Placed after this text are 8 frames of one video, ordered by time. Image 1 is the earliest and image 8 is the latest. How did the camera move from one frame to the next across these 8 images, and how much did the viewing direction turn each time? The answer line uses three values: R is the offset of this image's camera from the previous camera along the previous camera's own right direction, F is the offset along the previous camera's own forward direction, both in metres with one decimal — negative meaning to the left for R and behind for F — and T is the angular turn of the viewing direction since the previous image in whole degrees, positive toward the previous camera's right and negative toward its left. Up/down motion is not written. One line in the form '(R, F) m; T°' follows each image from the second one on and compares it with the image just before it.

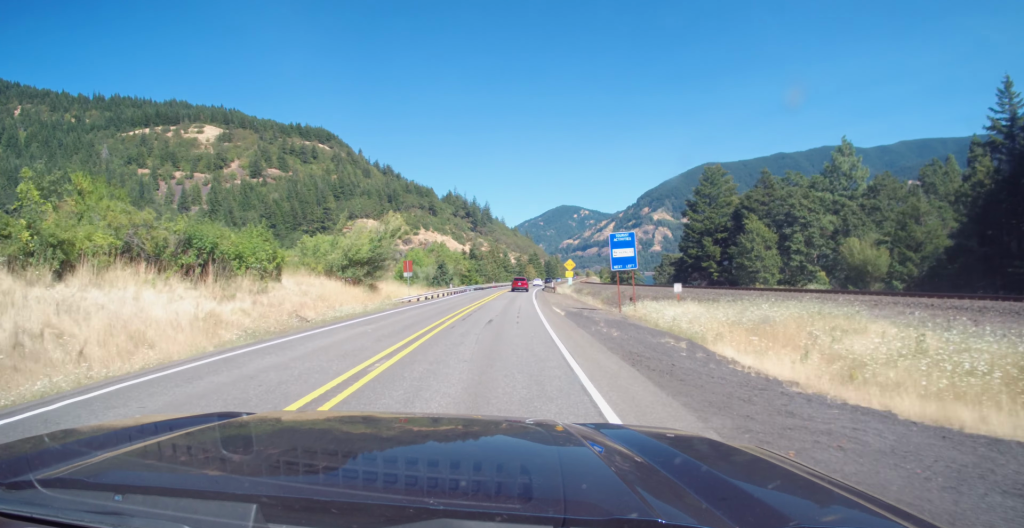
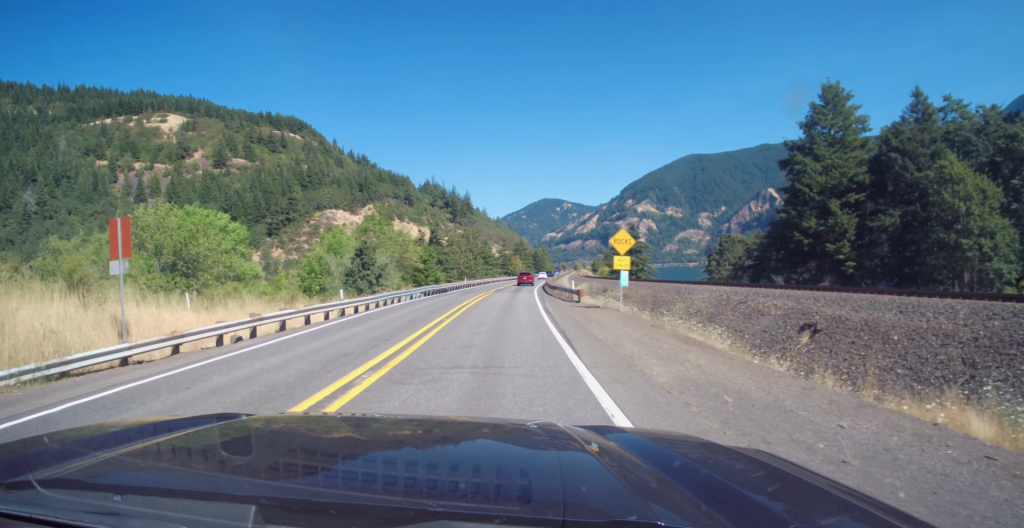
(+0.7, +37.2) m; +2°
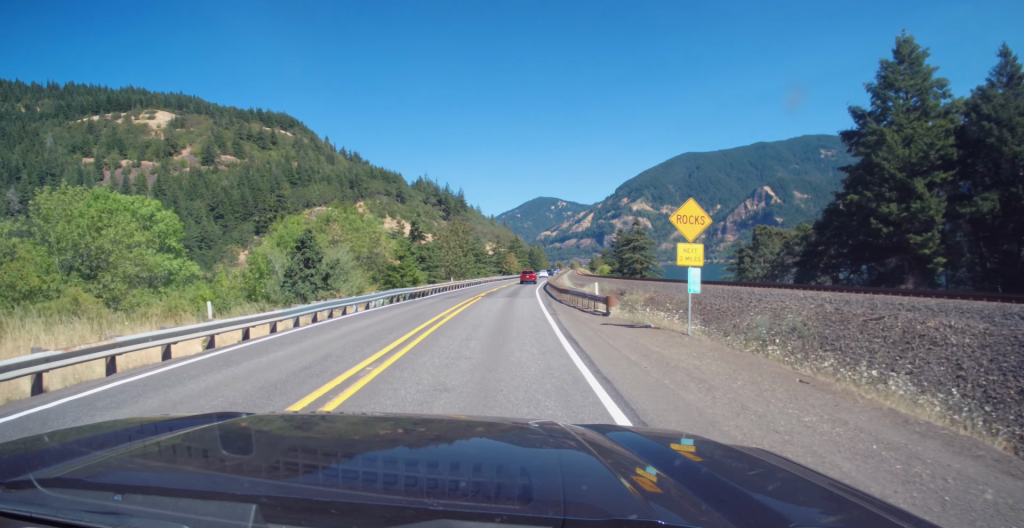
(-0.1, +11.7) m; +1°
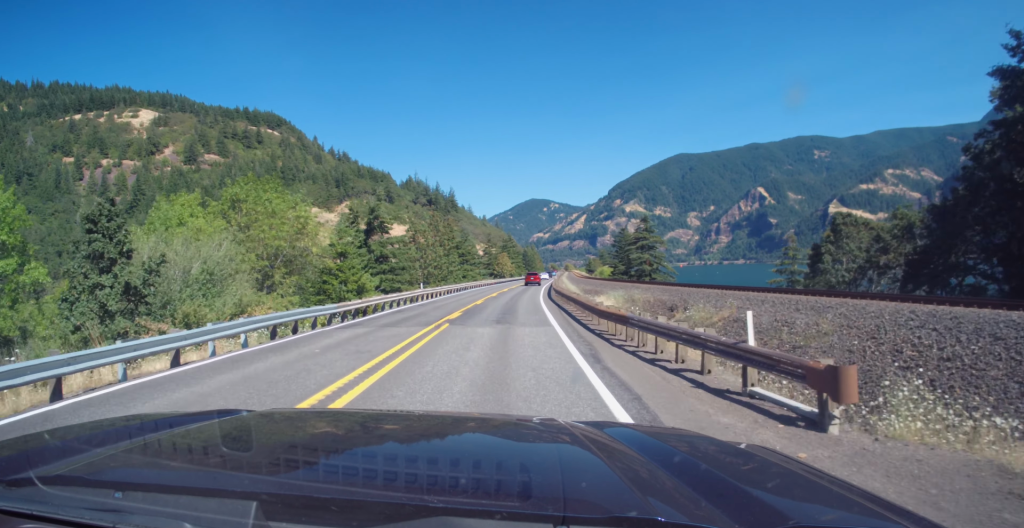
(+0.3, +17.1) m; +1°
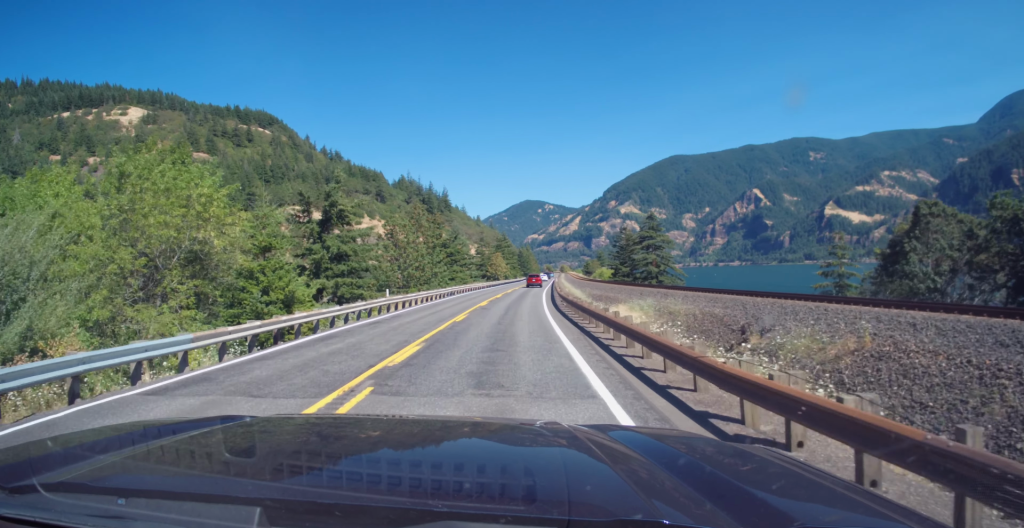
(0.0, +11.2) m; +1°
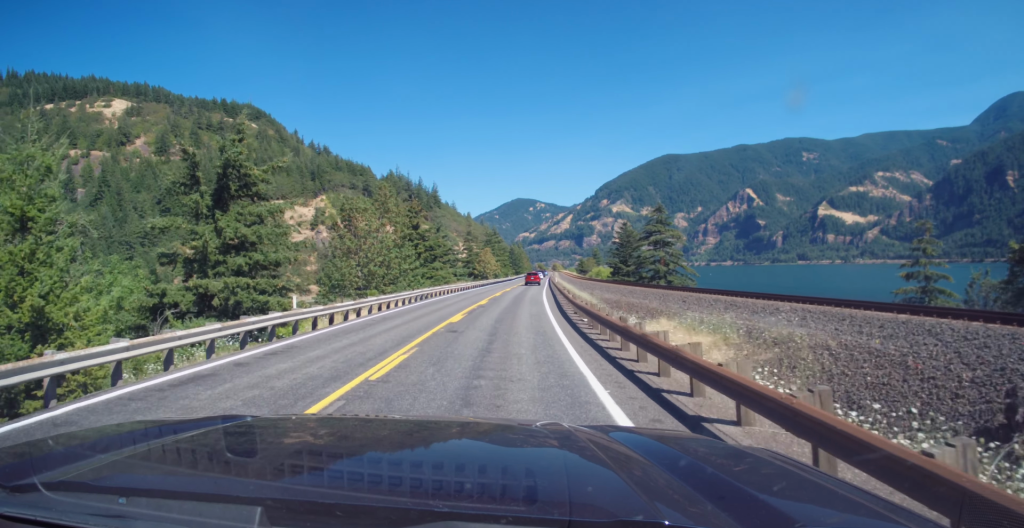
(+0.2, +13.1) m; +1°
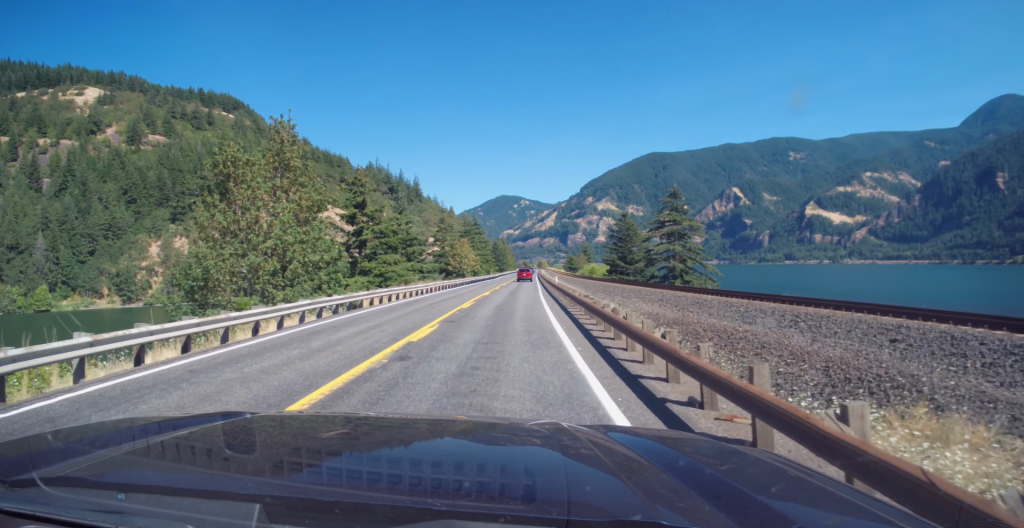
(+0.2, +19.9) m; +1°
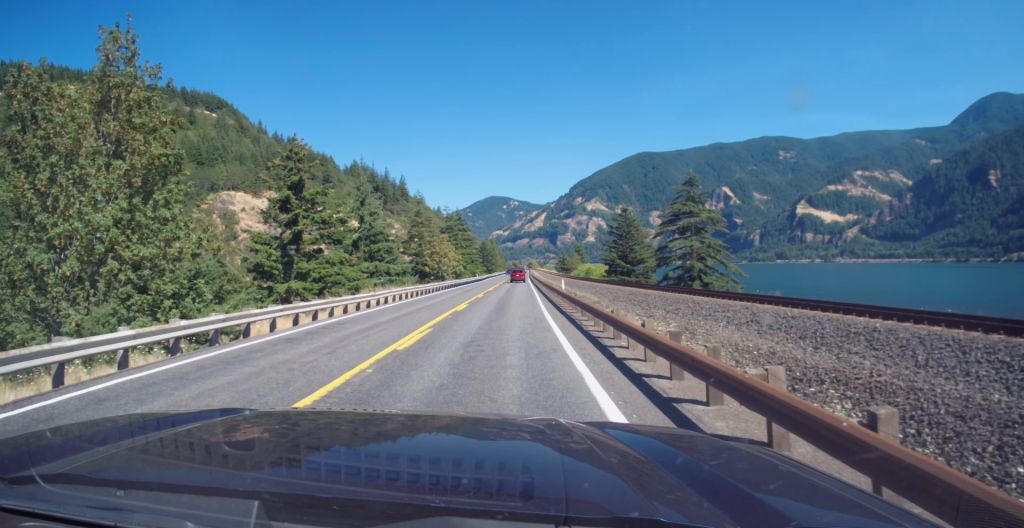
(-0.1, +13.6) m; +1°
